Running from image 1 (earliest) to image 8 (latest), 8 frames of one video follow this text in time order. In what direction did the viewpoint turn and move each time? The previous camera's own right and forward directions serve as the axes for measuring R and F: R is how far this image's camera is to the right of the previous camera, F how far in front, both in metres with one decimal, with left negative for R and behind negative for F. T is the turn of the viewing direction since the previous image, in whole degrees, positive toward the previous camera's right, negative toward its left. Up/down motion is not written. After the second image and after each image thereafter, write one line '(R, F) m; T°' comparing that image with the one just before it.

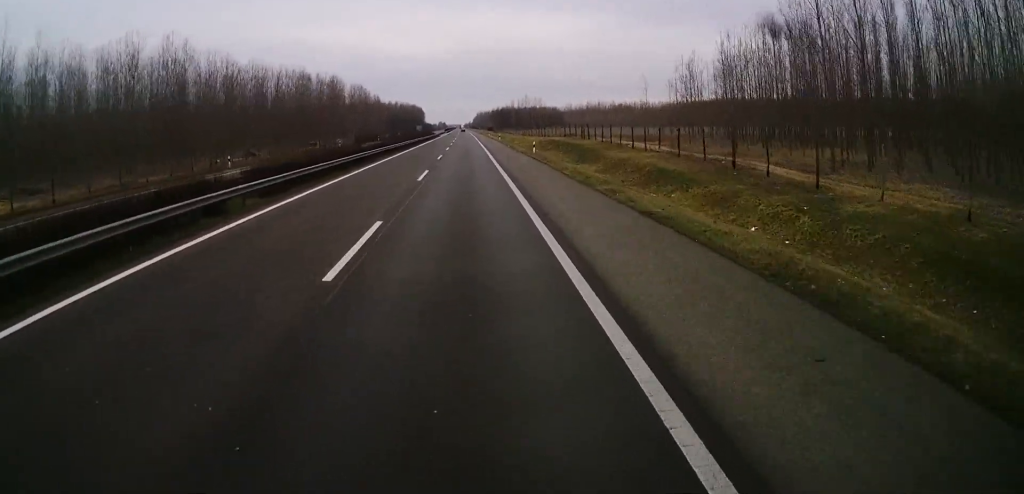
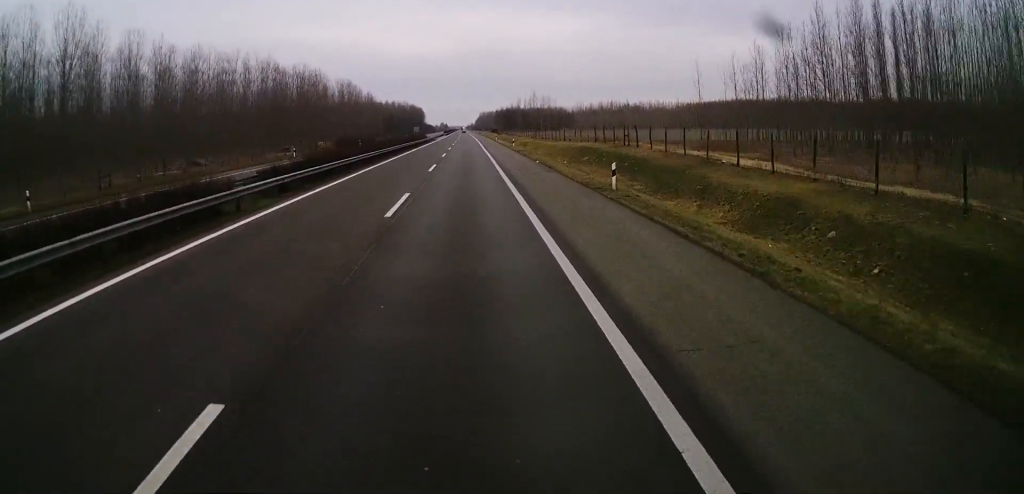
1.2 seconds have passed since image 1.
(+0.3, +28.4) m; +1°
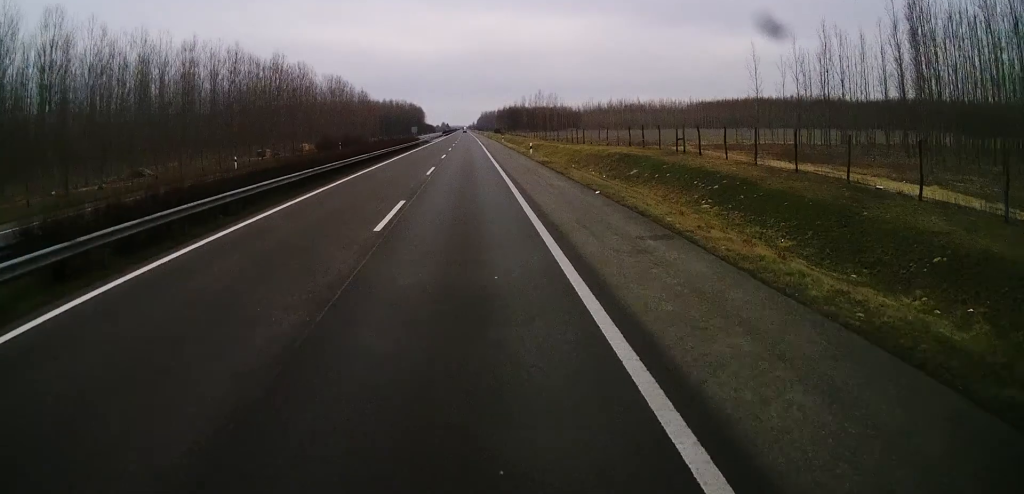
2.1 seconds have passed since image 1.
(0.0, +20.0) m; 0°
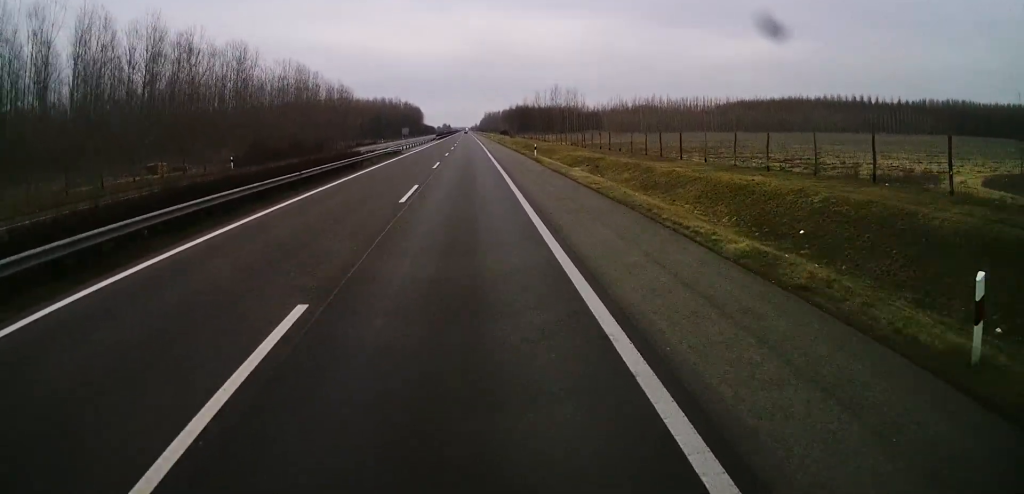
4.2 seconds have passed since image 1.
(+0.5, +48.6) m; 0°
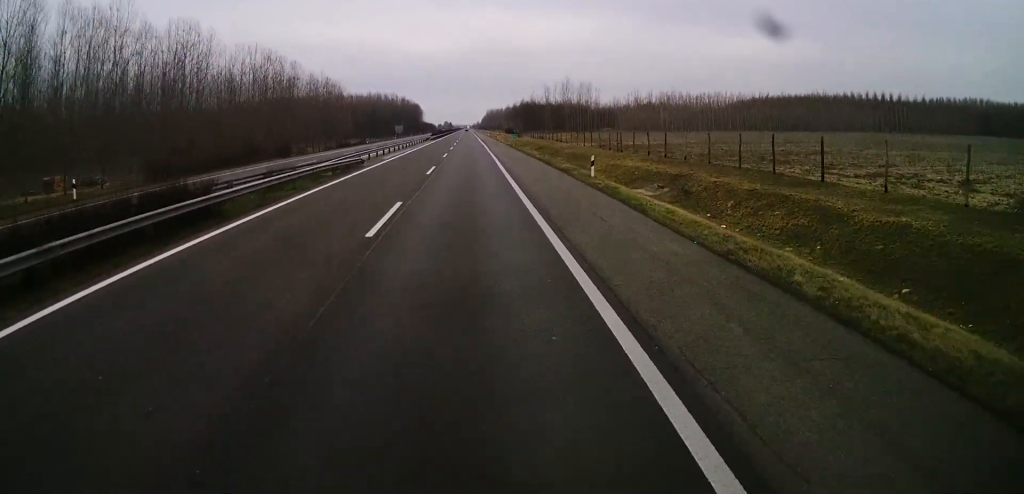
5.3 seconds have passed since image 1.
(-0.5, +24.7) m; -1°
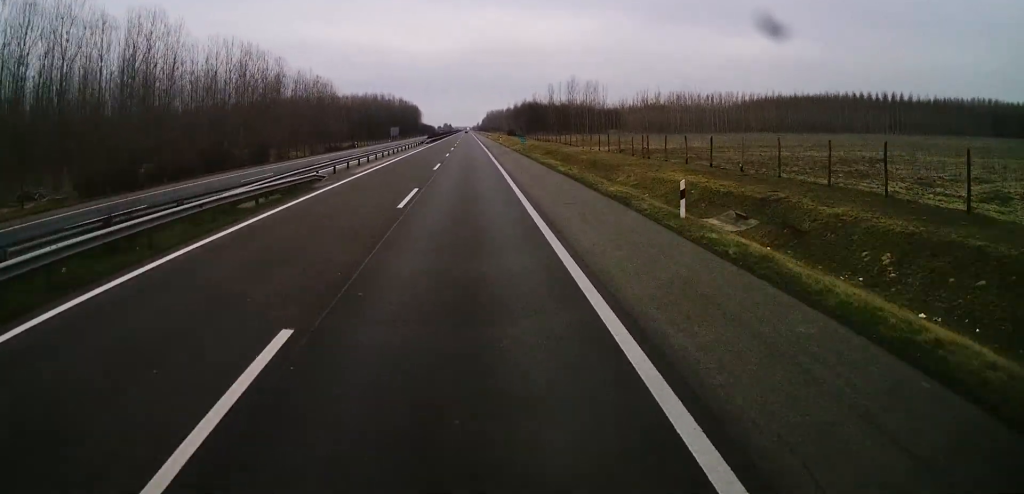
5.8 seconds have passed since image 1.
(+0.2, +12.3) m; 0°
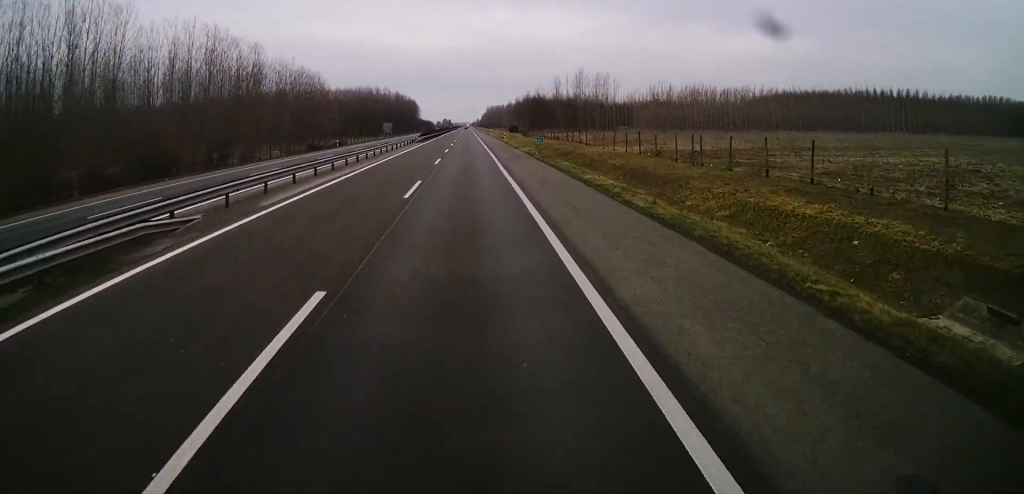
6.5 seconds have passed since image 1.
(0.0, +16.1) m; 0°
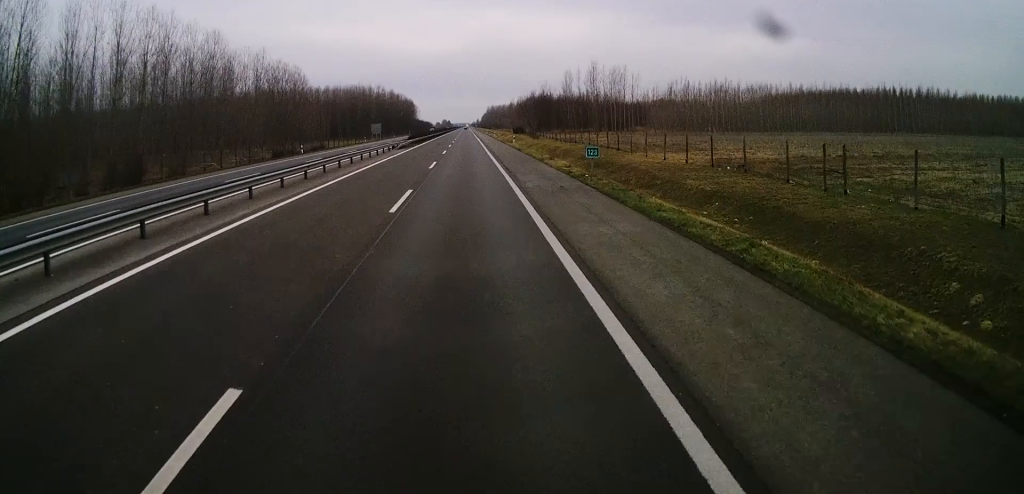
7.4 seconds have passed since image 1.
(-0.1, +21.5) m; 0°
